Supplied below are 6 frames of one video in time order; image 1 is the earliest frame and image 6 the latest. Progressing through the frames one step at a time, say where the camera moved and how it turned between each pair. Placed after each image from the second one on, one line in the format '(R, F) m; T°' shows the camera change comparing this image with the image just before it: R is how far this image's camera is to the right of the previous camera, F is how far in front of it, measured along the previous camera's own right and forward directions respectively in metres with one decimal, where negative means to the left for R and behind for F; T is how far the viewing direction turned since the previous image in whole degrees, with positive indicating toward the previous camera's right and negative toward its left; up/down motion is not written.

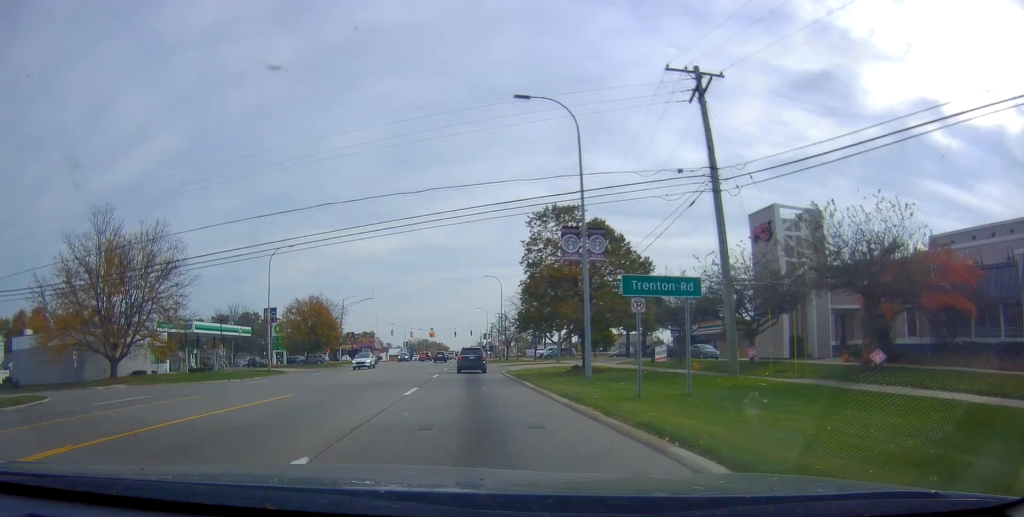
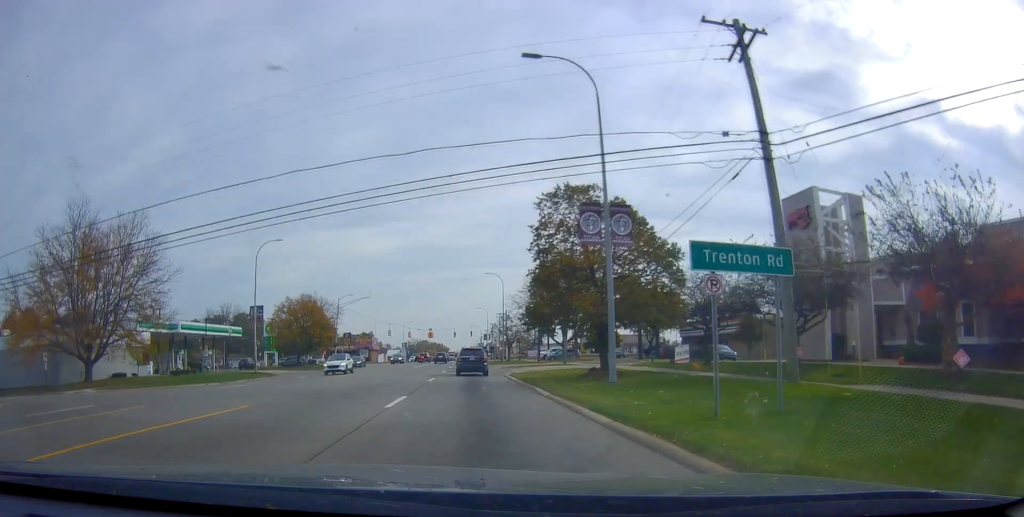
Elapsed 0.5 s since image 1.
(0.0, +3.5) m; 0°
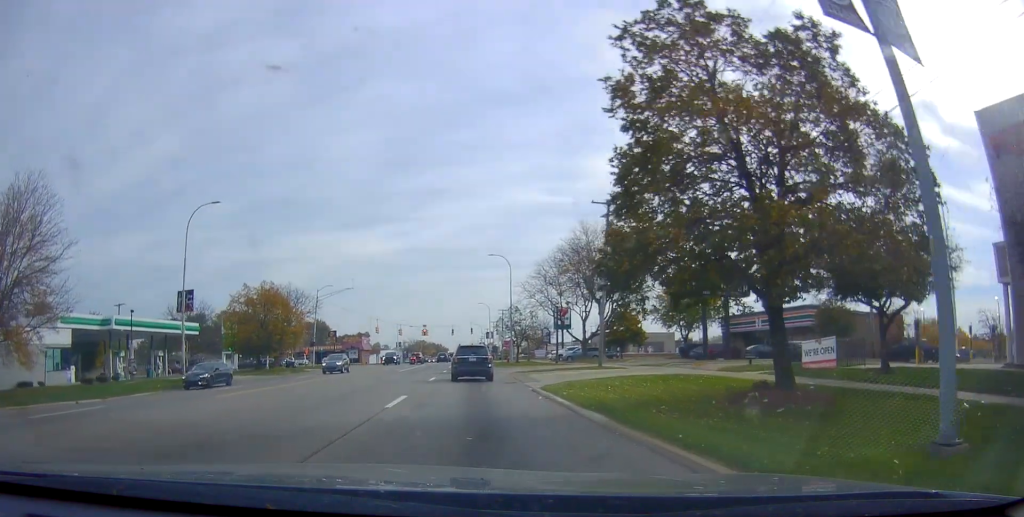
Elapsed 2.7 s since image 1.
(0.0, +14.3) m; 0°
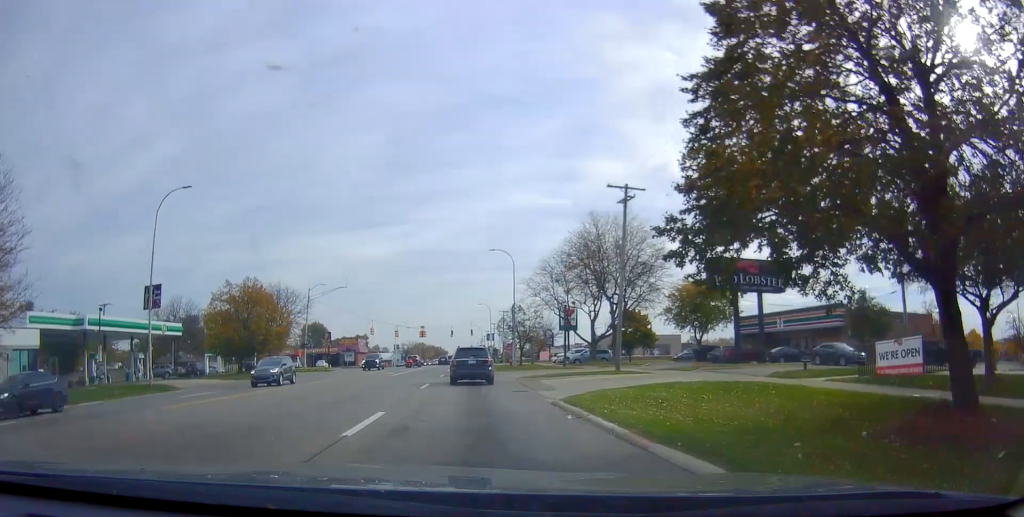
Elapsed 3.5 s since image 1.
(0.0, +4.7) m; 0°
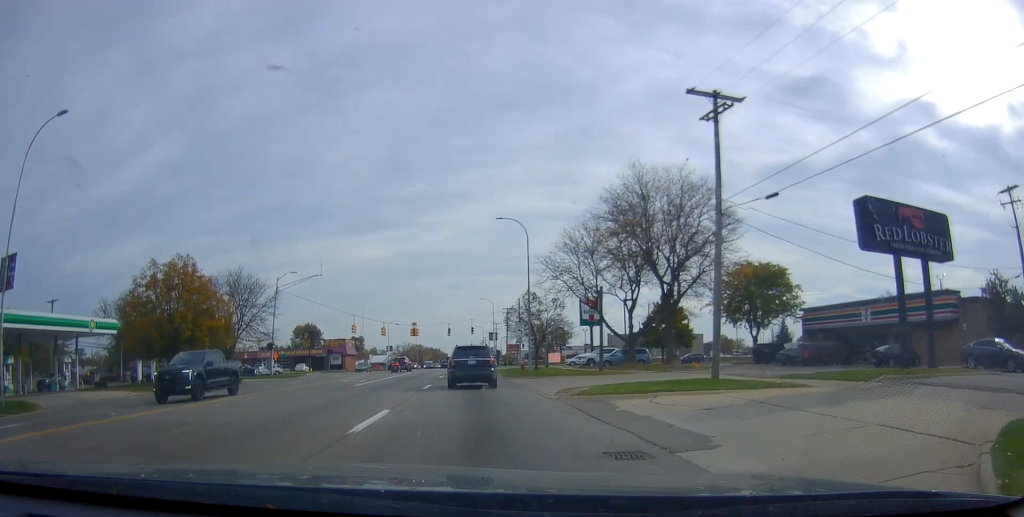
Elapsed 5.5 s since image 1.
(0.0, +13.9) m; 0°
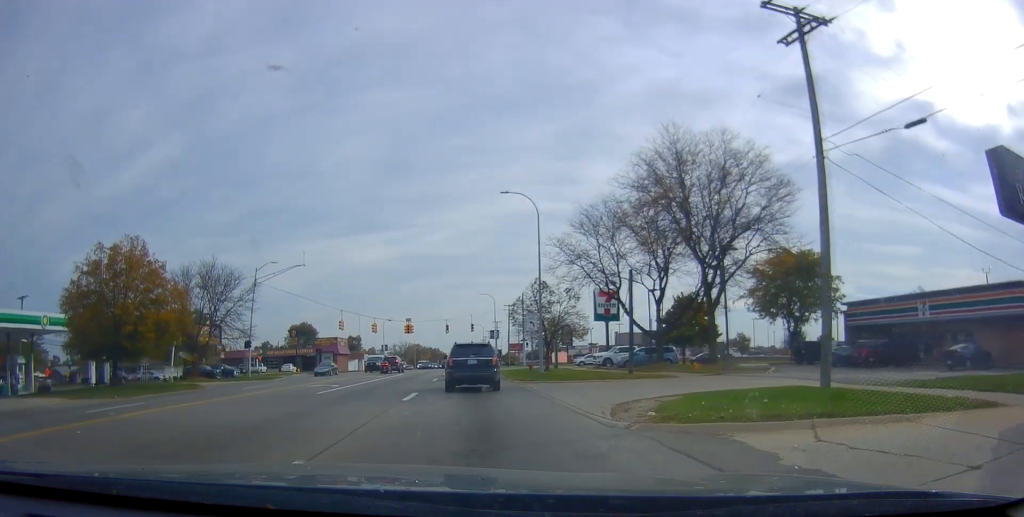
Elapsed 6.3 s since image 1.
(0.0, +7.2) m; 0°
